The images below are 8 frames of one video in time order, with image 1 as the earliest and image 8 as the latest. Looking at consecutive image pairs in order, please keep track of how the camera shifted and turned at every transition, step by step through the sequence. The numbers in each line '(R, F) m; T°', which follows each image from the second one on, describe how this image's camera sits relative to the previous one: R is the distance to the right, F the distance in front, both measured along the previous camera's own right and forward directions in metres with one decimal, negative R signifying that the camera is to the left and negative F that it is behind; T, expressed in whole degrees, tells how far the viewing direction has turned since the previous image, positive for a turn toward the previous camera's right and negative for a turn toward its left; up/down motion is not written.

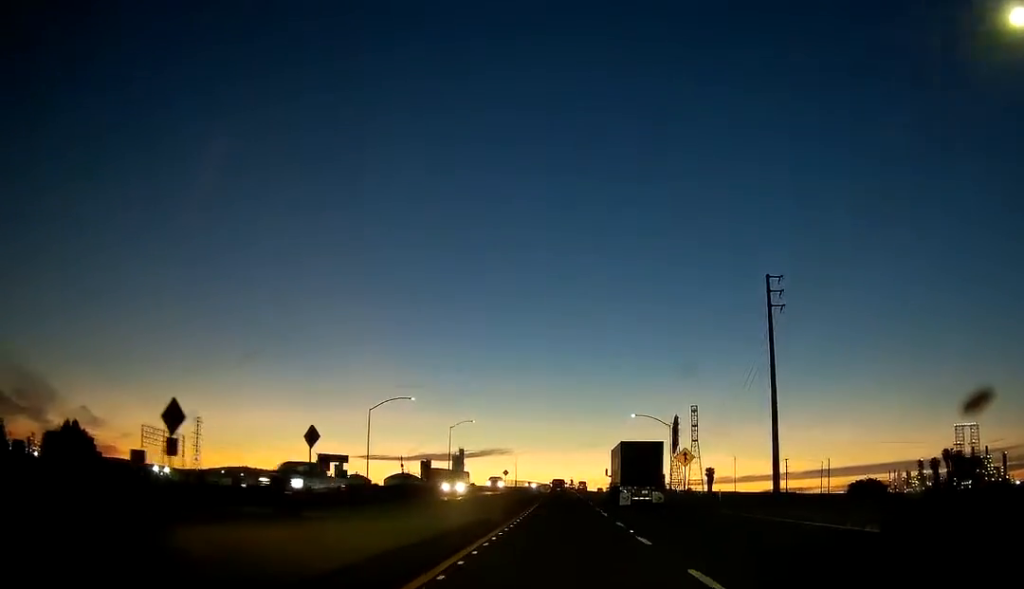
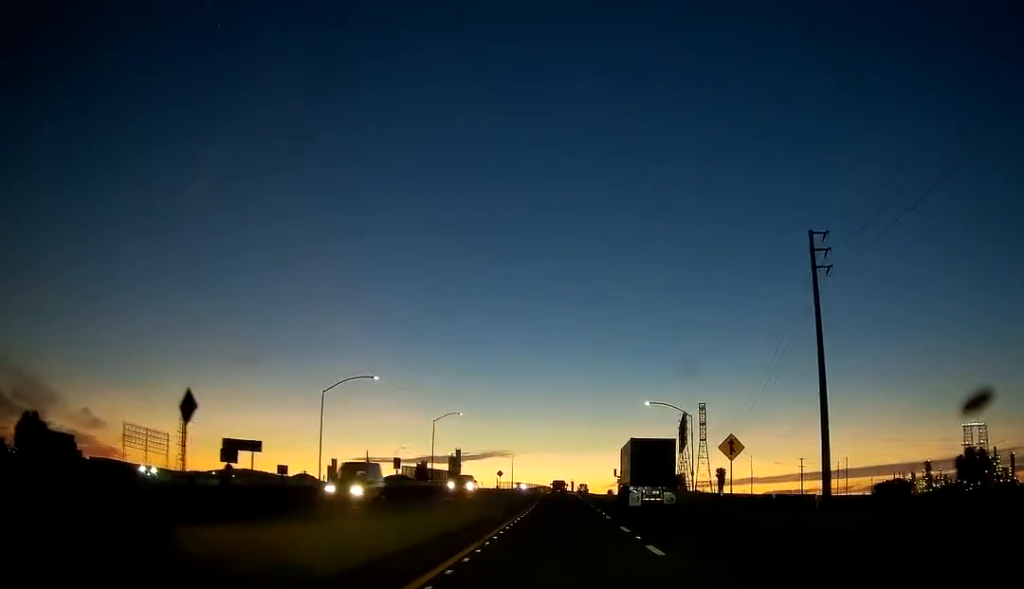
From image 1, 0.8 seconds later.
(-0.4, +16.7) m; -1°
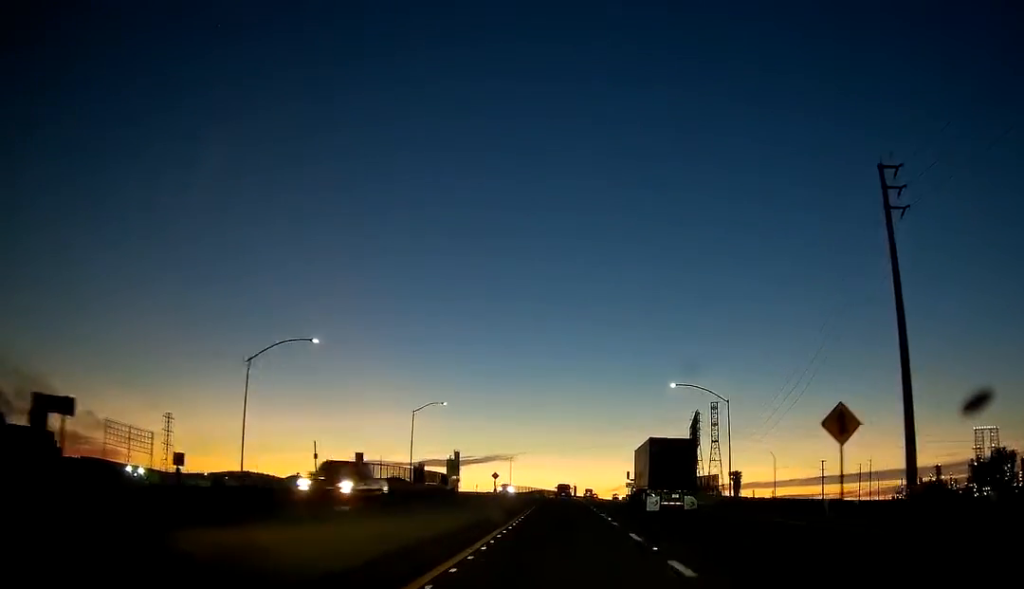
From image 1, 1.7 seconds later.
(+0.2, +18.2) m; +1°
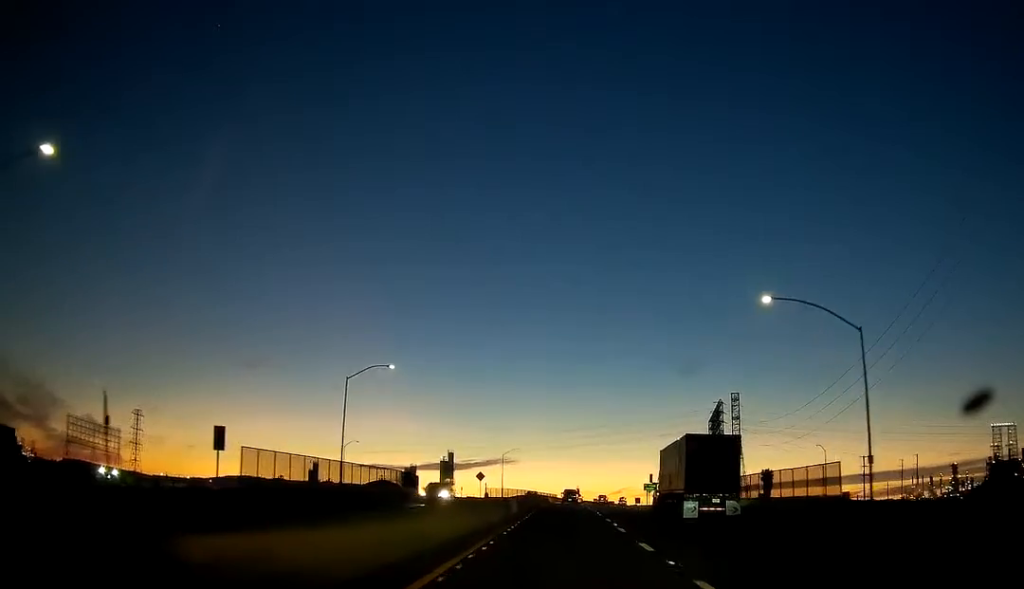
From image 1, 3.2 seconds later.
(0.0, +32.1) m; 0°
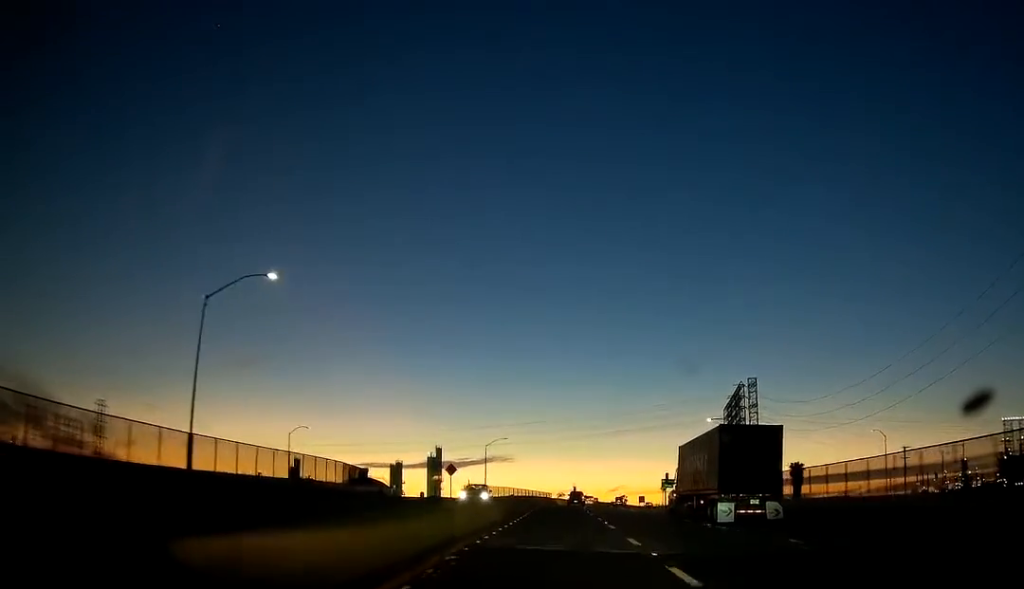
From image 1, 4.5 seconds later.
(-0.1, +27.7) m; 0°
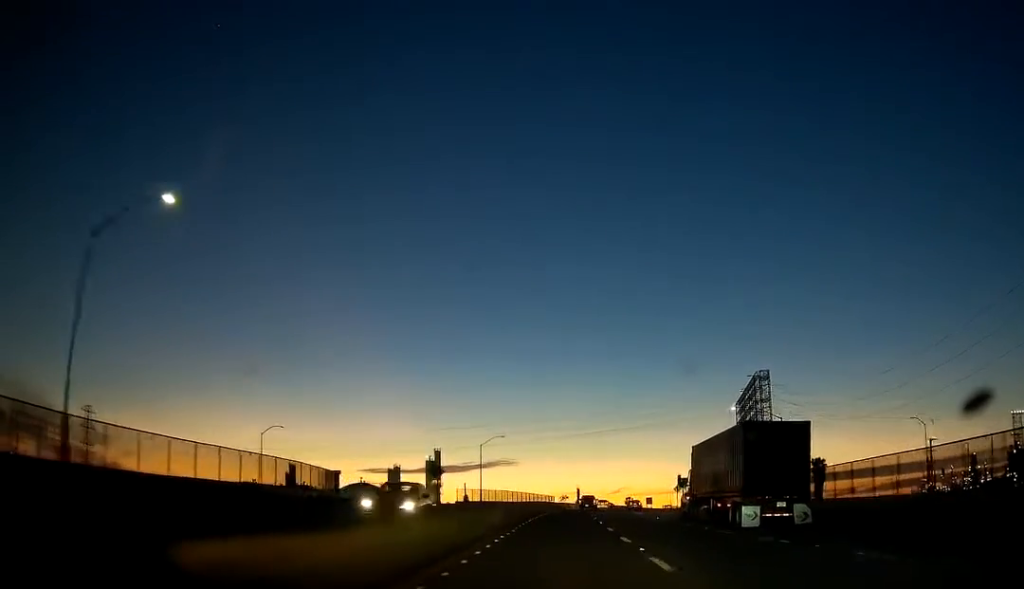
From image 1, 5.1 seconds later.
(+0.1, +11.8) m; 0°
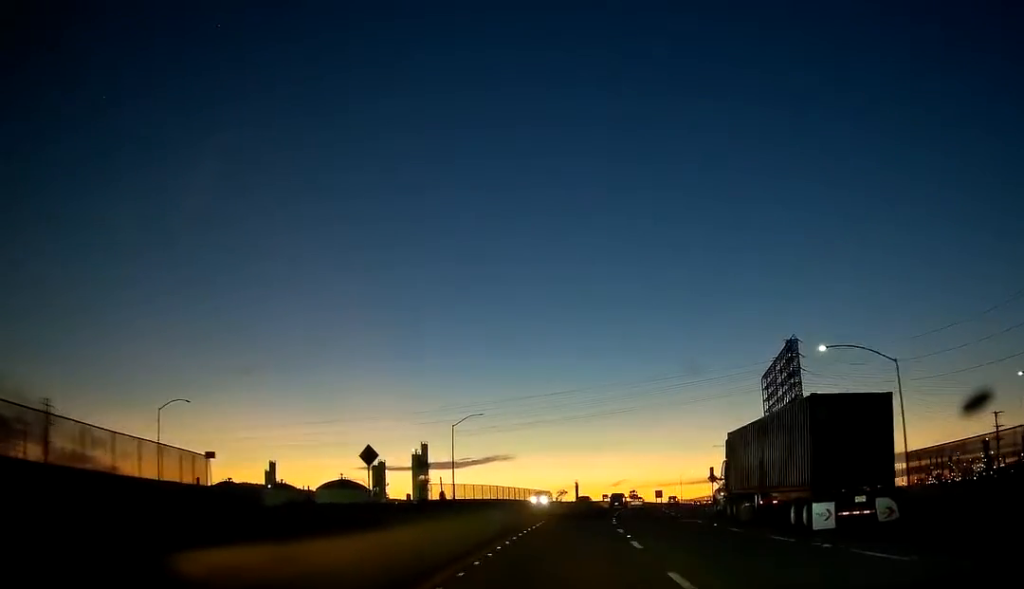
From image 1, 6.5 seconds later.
(-0.3, +28.8) m; 0°
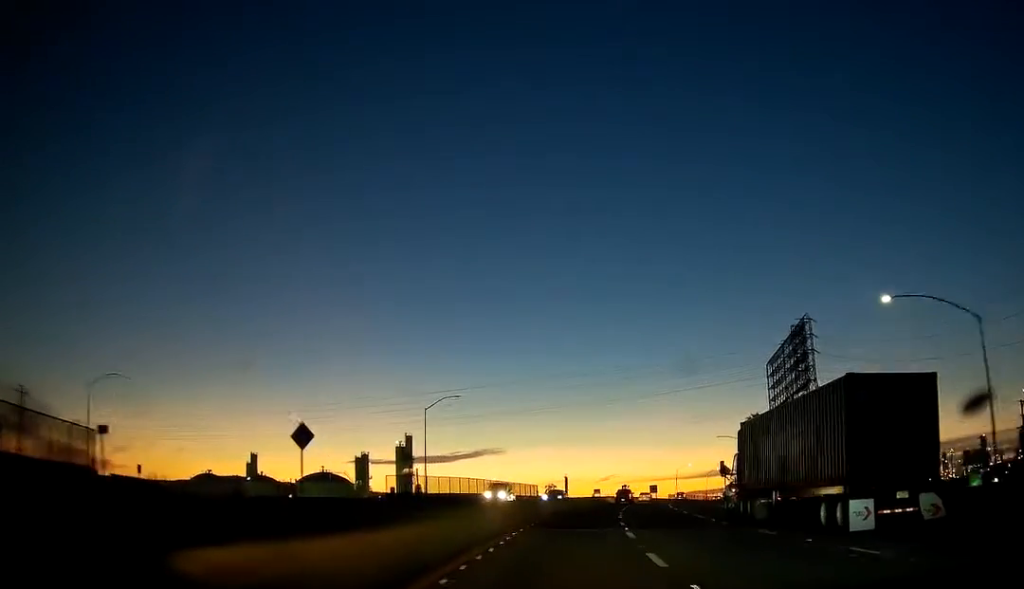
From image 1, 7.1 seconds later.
(0.0, +12.8) m; +1°
